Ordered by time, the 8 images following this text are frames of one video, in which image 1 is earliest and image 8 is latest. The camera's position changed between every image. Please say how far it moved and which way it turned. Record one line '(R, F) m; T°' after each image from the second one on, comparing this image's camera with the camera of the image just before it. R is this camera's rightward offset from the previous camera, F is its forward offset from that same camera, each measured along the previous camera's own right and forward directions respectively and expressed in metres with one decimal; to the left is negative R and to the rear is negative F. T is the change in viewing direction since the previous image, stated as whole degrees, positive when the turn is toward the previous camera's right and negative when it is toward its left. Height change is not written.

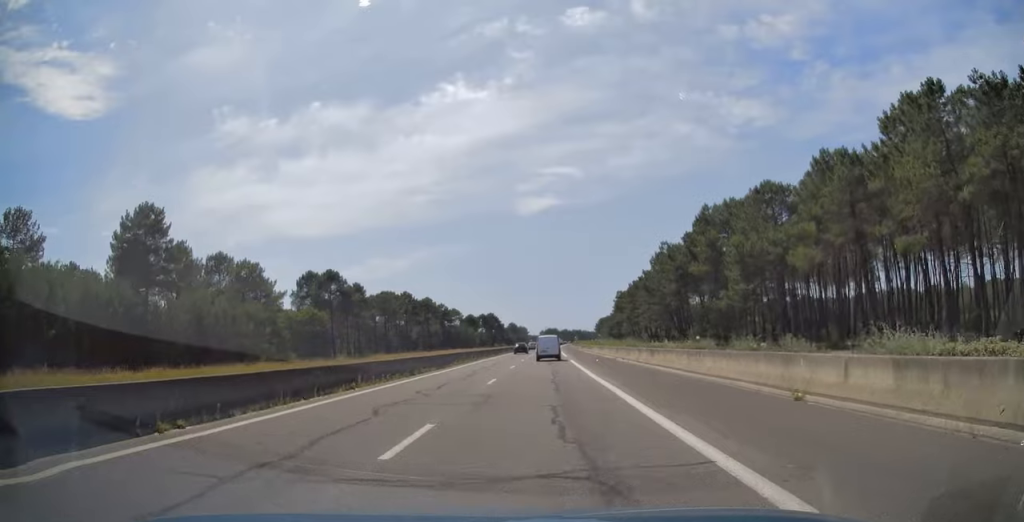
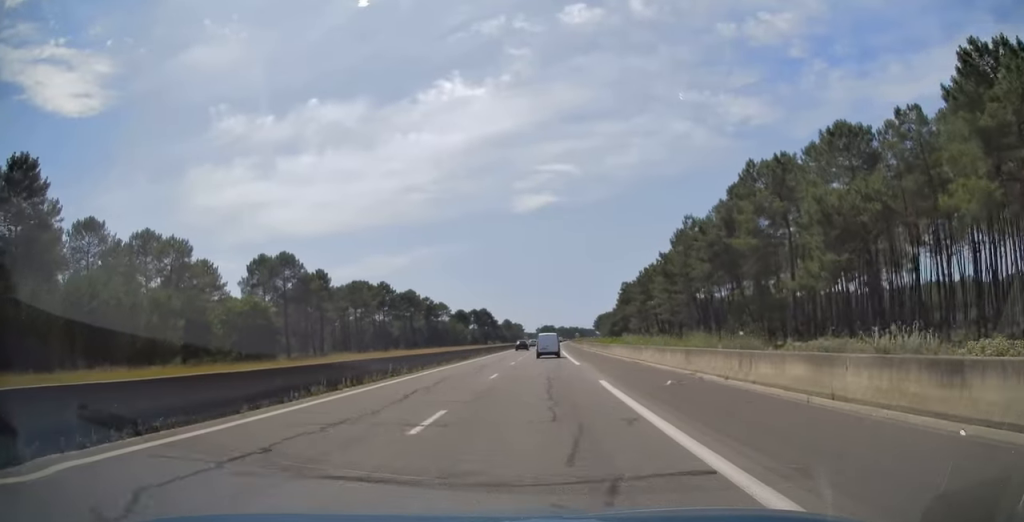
(+0.3, +23.8) m; +1°
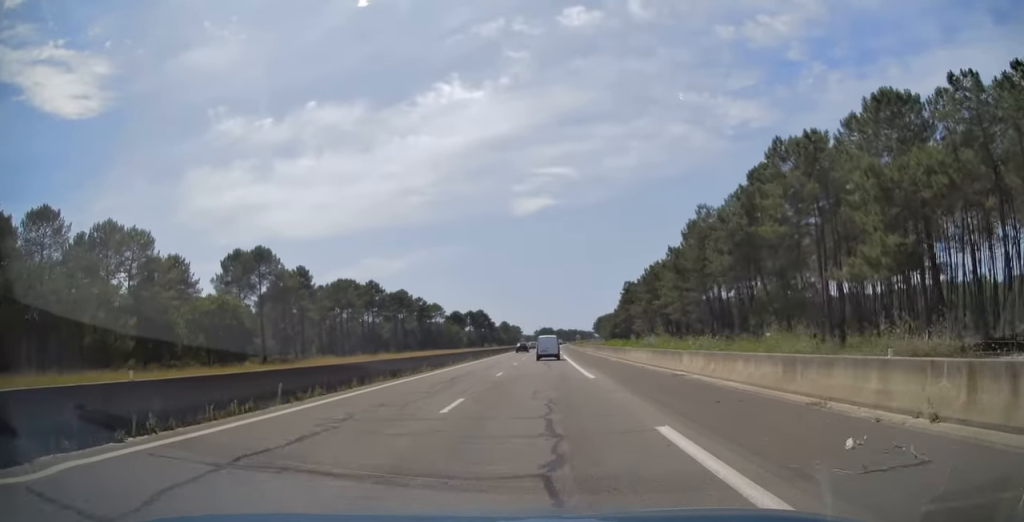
(+0.2, +9.8) m; 0°
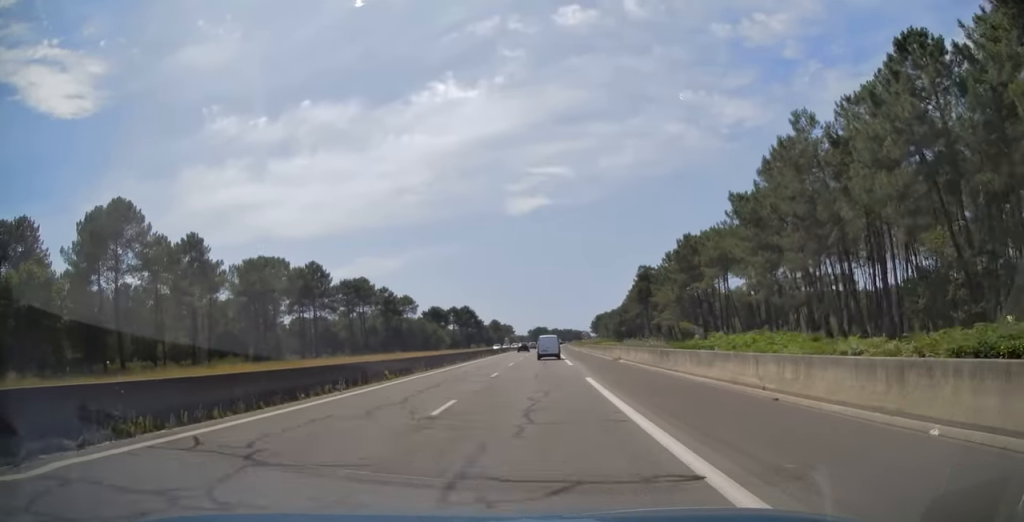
(-0.7, +38.7) m; 0°
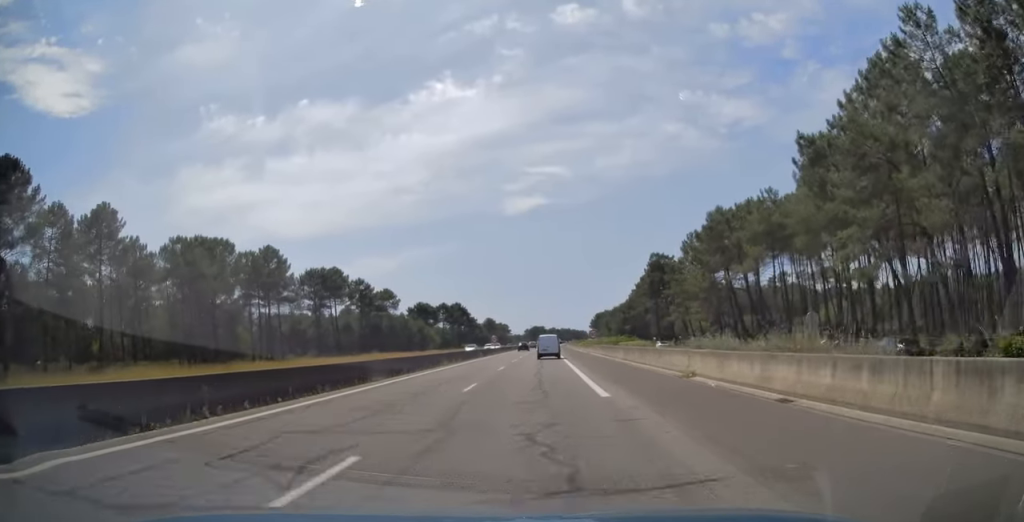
(+0.2, +20.1) m; +1°
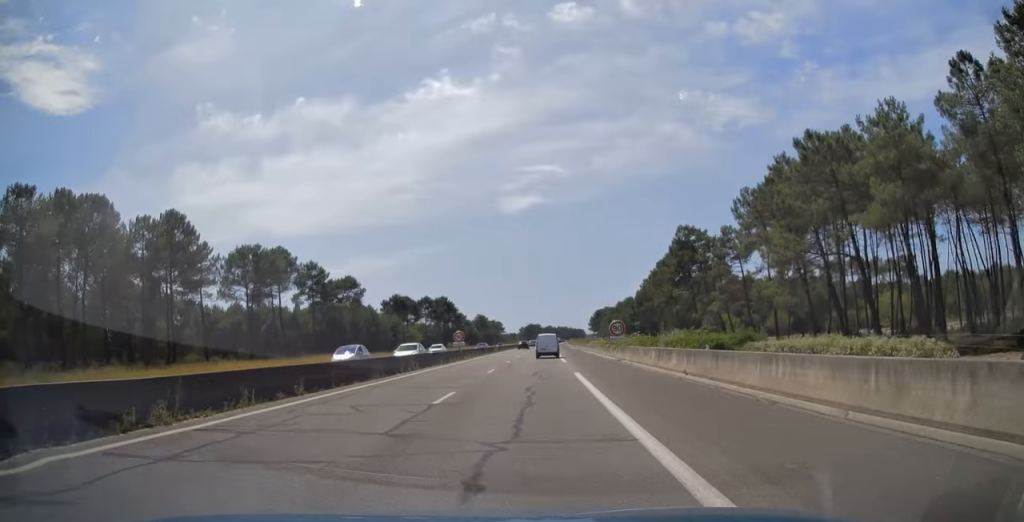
(+0.3, +29.4) m; +1°
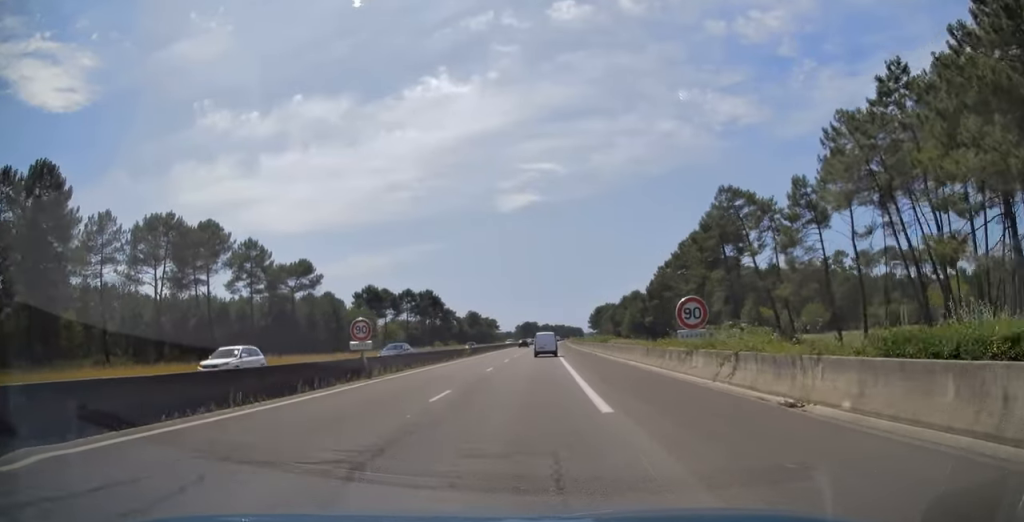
(0.0, +25.4) m; 0°
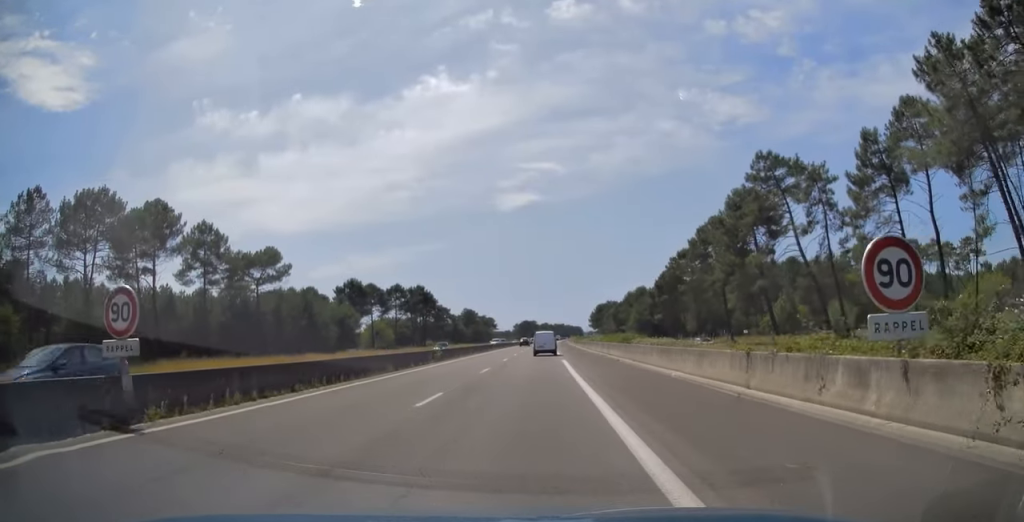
(0.0, +14.2) m; 0°
